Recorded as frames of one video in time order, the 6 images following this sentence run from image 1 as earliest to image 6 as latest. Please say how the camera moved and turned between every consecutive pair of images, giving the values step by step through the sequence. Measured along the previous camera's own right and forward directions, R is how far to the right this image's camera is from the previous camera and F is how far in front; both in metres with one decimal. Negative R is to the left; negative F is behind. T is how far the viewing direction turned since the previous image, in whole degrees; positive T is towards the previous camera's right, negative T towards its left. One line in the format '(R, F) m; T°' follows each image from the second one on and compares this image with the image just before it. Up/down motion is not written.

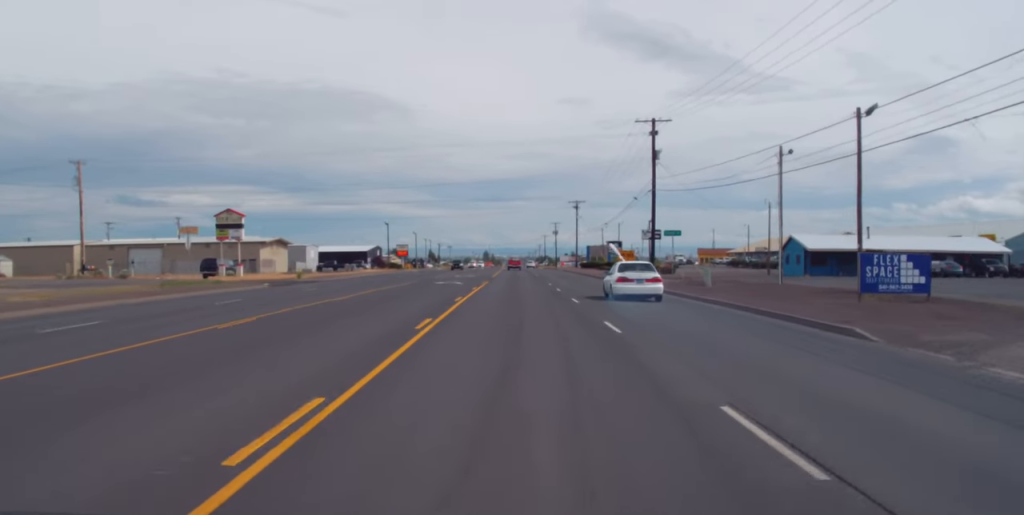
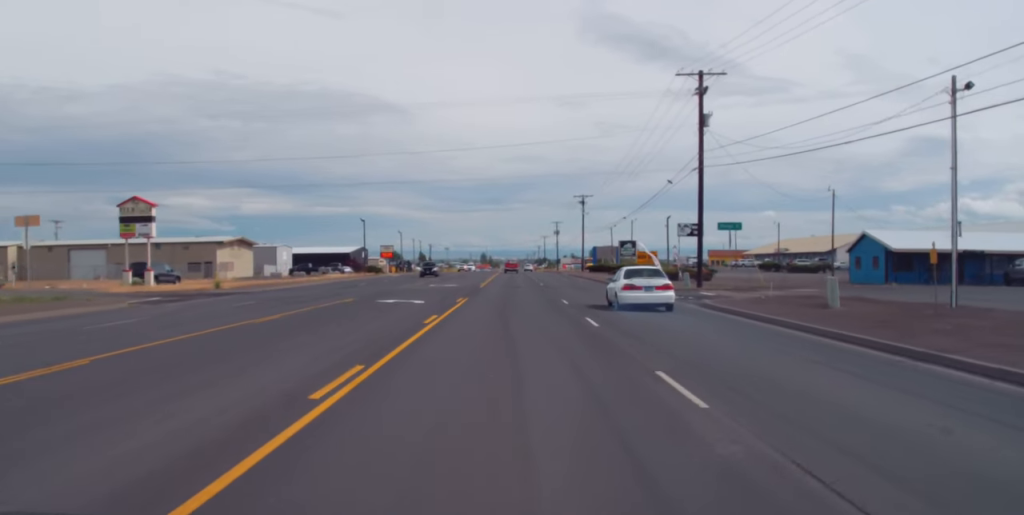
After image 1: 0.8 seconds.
(+0.2, +21.1) m; 0°
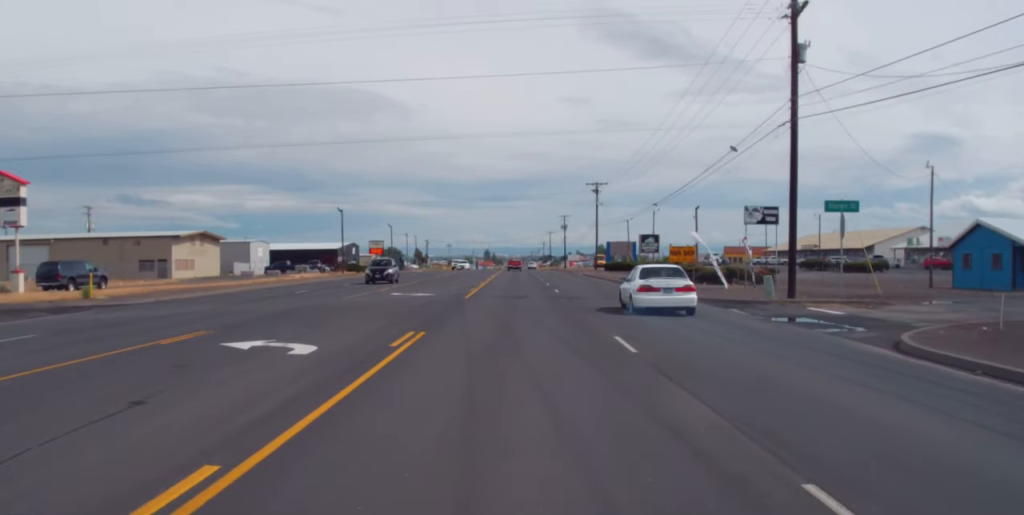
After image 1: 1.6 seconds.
(0.0, +18.4) m; -1°
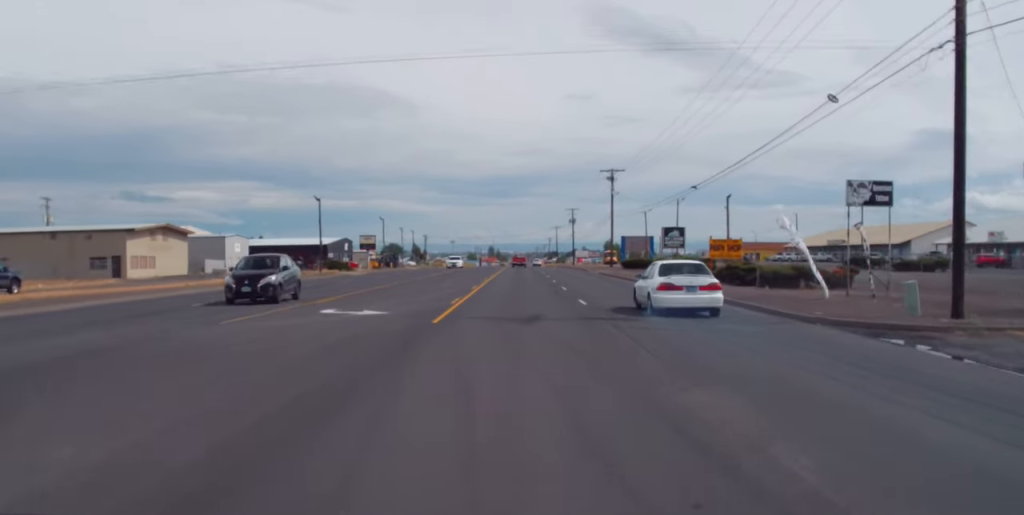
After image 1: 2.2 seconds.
(-0.1, +14.6) m; 0°
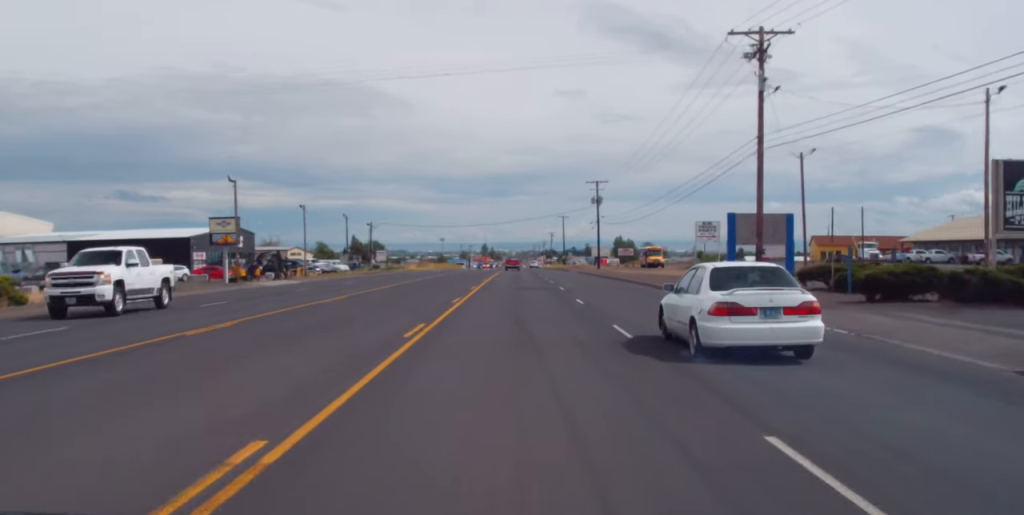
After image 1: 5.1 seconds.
(+0.2, +72.2) m; 0°
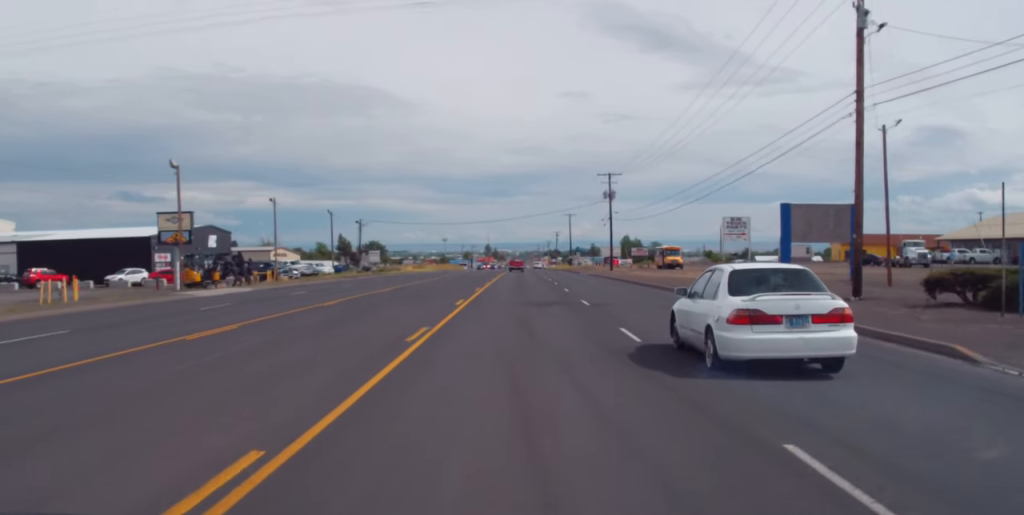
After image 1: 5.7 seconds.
(0.0, +12.5) m; 0°
